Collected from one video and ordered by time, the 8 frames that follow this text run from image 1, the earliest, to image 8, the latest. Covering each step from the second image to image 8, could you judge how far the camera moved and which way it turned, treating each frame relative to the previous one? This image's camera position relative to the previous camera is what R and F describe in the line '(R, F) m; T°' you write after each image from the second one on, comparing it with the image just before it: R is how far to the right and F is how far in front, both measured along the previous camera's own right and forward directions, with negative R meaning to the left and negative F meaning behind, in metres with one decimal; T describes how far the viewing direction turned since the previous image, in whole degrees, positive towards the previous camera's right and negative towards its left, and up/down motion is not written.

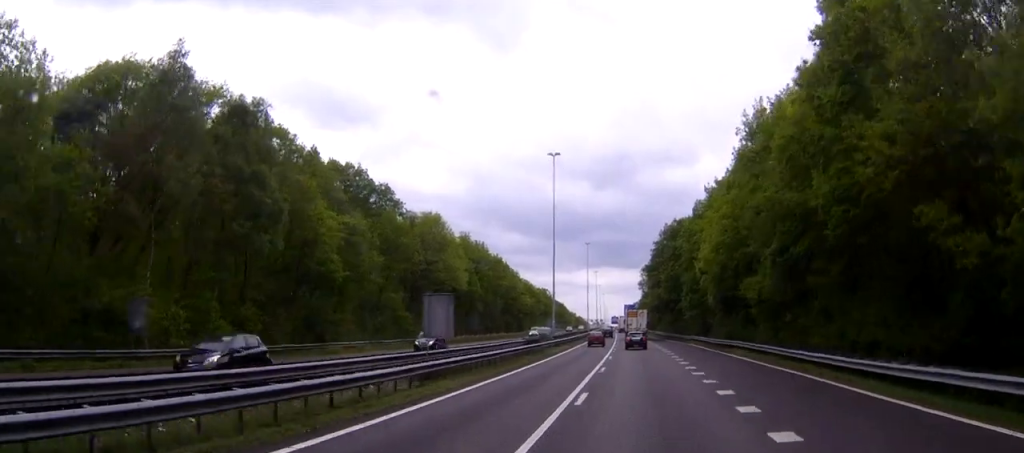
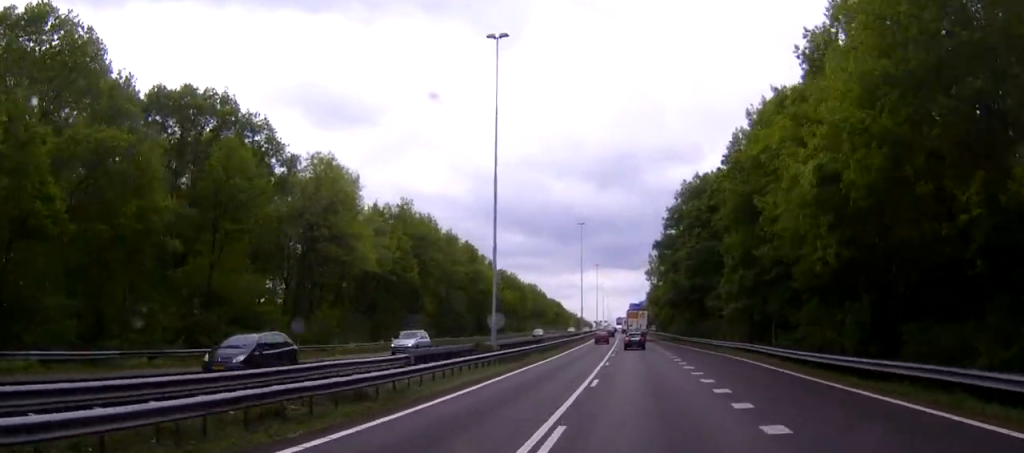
(-0.6, +31.0) m; -2°
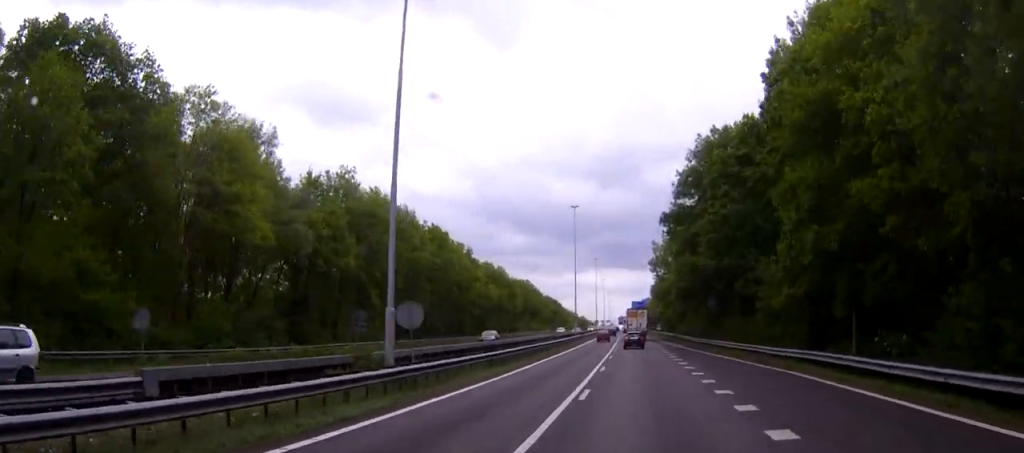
(-0.1, +16.6) m; -1°
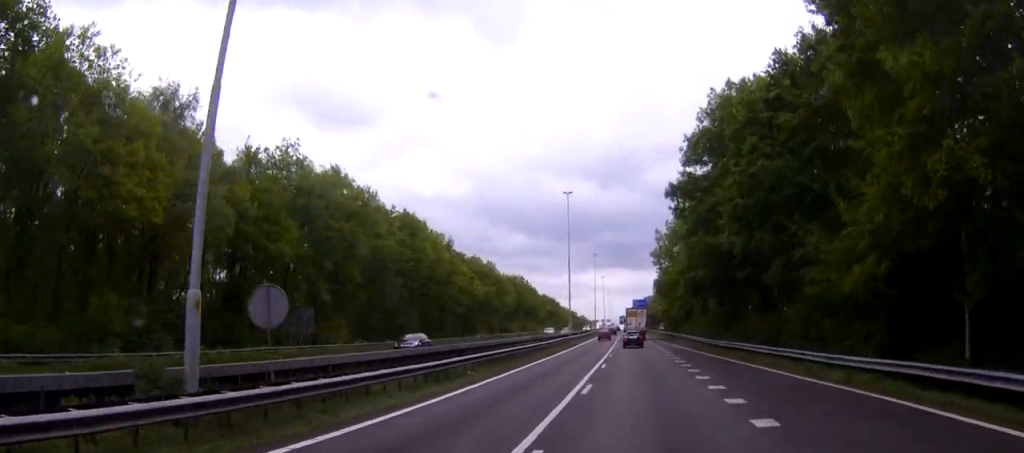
(+0.1, +10.5) m; -1°
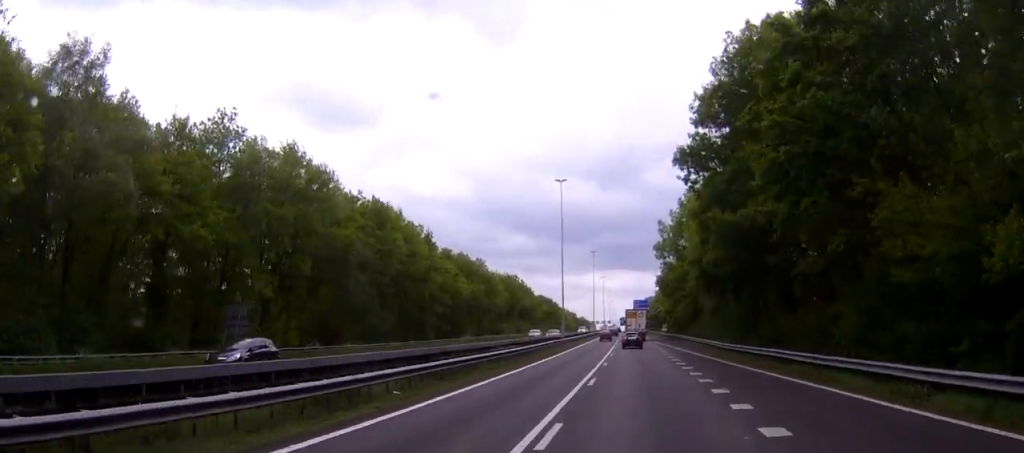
(-0.1, +9.1) m; 0°
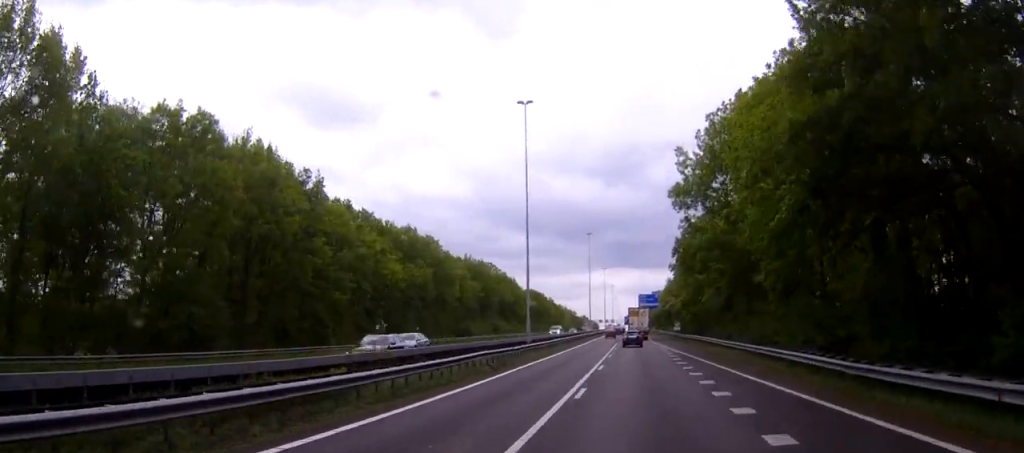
(+0.2, +28.7) m; +1°
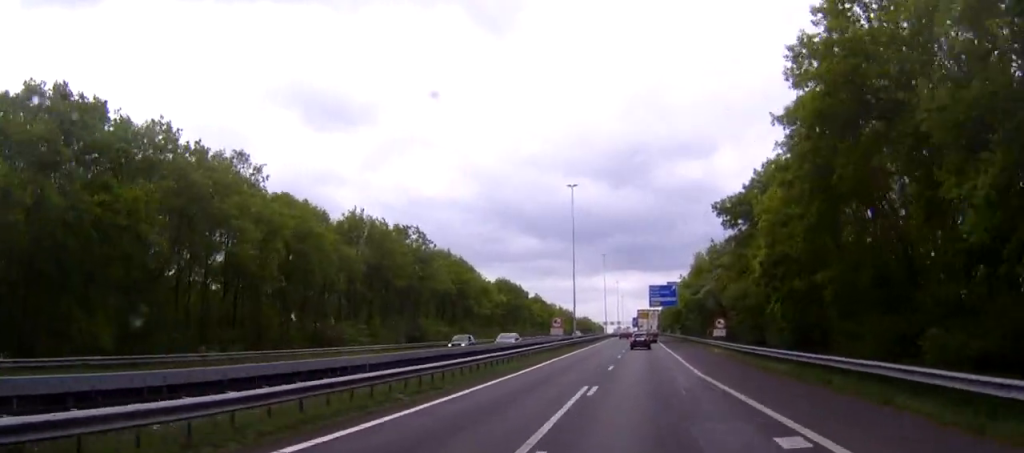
(-0.7, +47.7) m; -2°
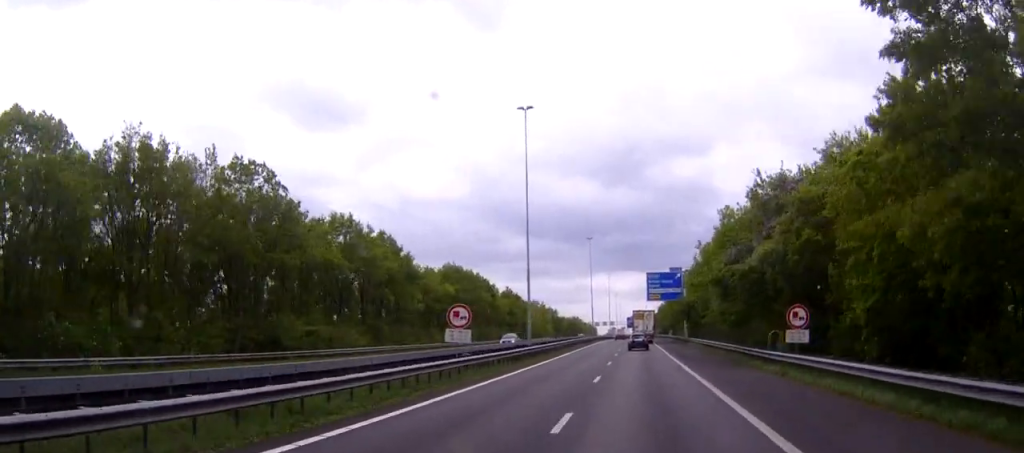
(+0.3, +31.7) m; +1°
